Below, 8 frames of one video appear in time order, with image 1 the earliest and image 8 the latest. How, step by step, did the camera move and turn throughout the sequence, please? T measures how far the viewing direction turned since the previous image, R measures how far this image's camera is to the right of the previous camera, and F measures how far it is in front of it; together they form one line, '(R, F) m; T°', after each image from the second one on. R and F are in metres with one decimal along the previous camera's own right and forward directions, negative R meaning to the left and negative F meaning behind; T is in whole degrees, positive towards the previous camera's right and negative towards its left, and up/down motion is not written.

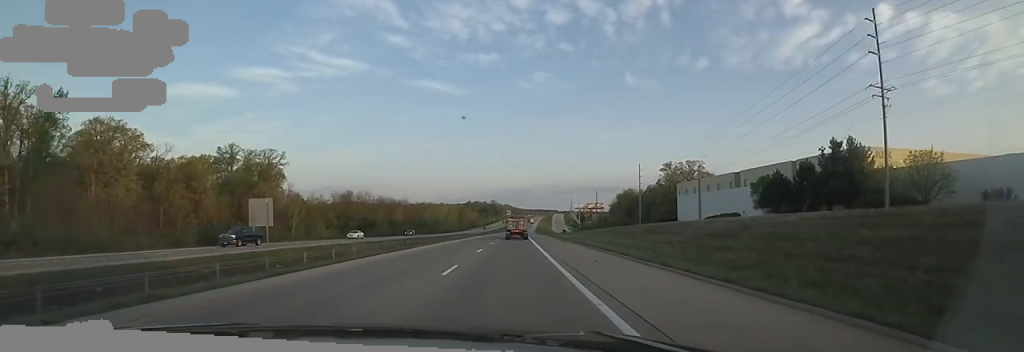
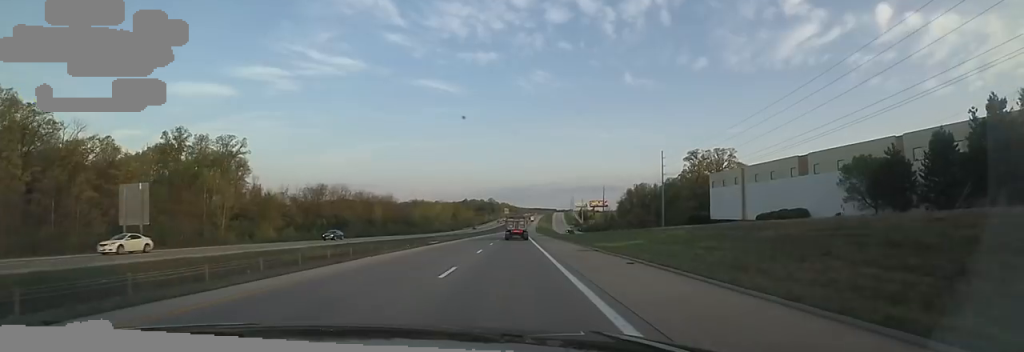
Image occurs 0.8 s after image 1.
(-0.9, +25.4) m; -3°
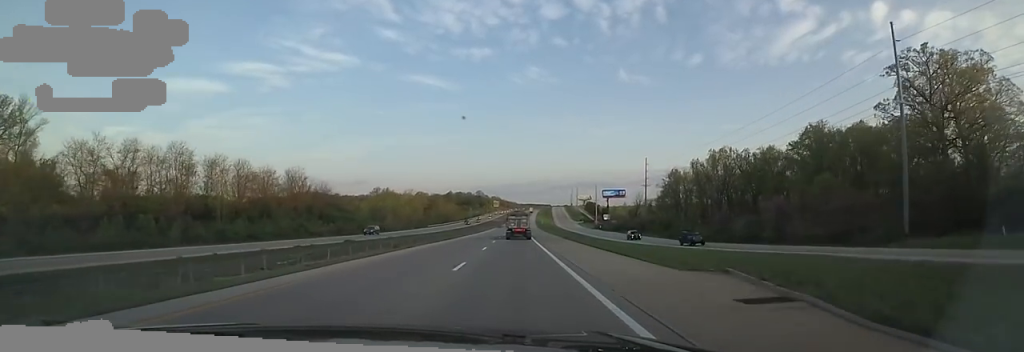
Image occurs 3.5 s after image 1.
(+3.1, +84.8) m; +3°
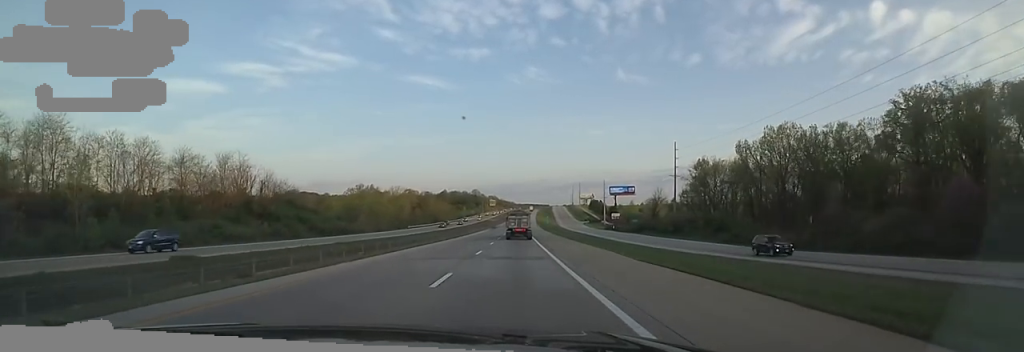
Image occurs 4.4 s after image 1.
(-0.4, +28.3) m; 0°
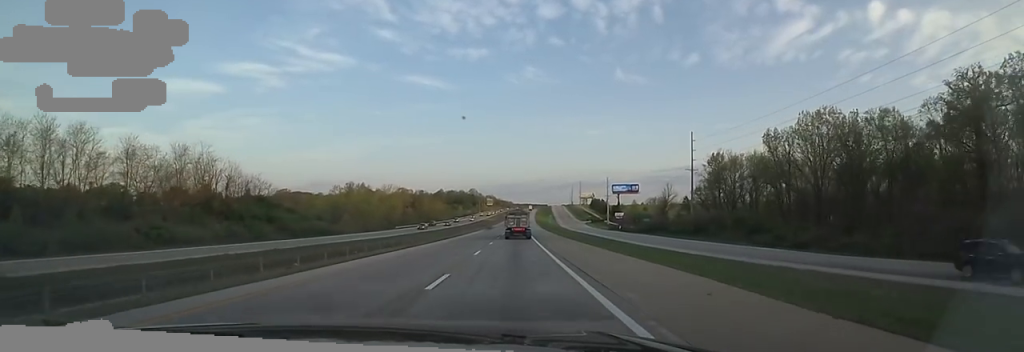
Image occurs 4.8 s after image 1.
(+0.3, +12.5) m; +1°
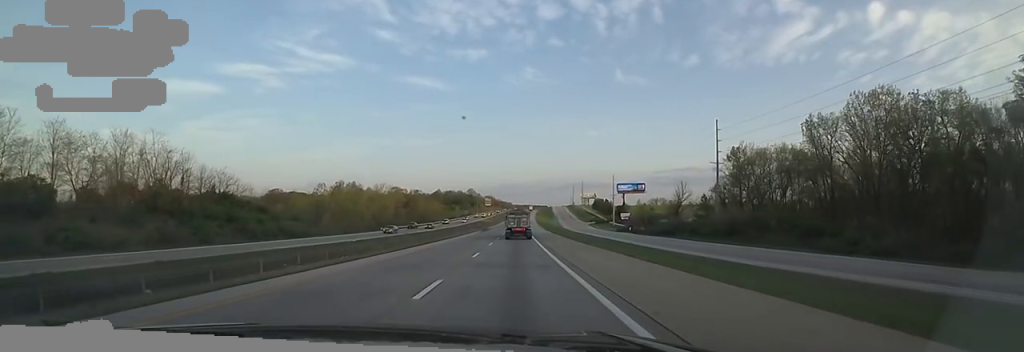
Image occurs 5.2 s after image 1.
(+0.1, +13.4) m; 0°
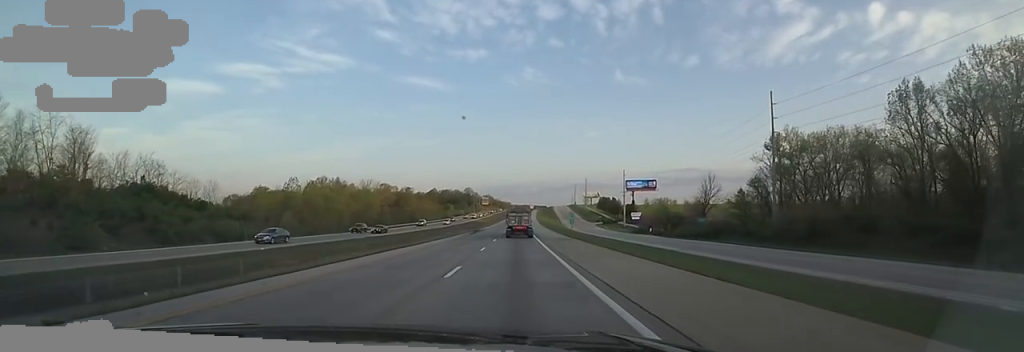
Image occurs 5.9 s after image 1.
(+0.2, +20.5) m; -1°
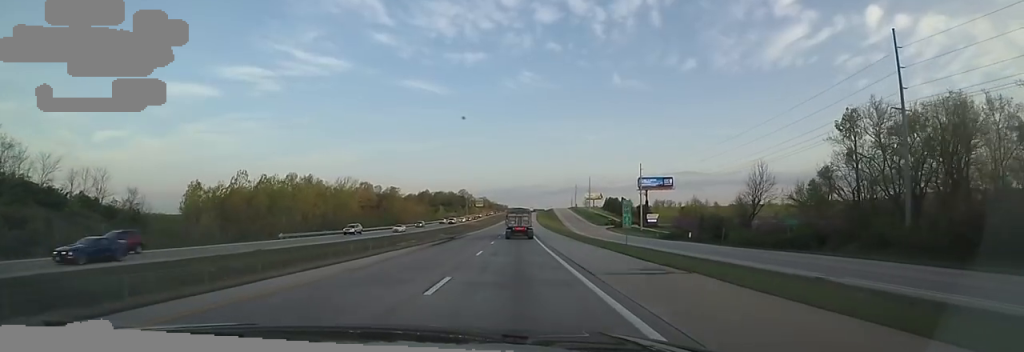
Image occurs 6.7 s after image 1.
(-0.5, +27.0) m; -1°
